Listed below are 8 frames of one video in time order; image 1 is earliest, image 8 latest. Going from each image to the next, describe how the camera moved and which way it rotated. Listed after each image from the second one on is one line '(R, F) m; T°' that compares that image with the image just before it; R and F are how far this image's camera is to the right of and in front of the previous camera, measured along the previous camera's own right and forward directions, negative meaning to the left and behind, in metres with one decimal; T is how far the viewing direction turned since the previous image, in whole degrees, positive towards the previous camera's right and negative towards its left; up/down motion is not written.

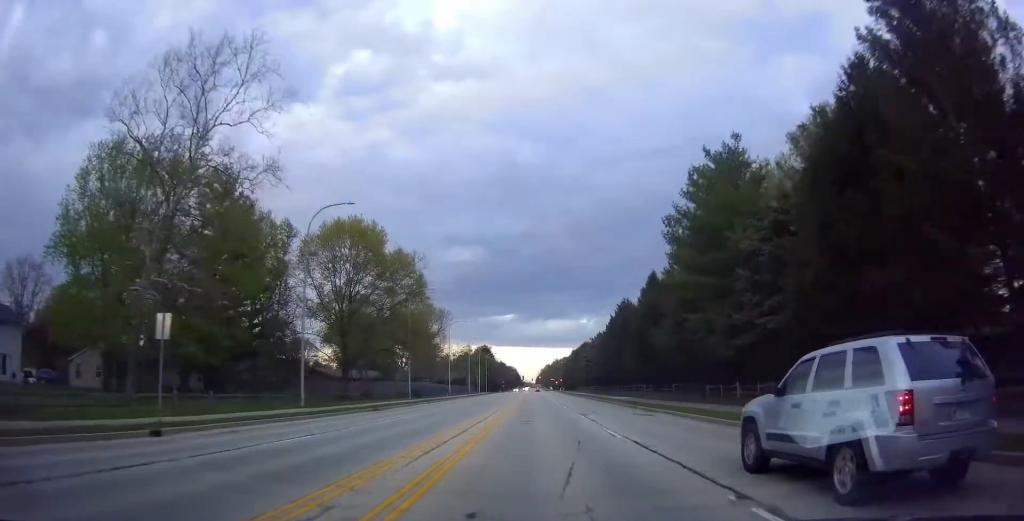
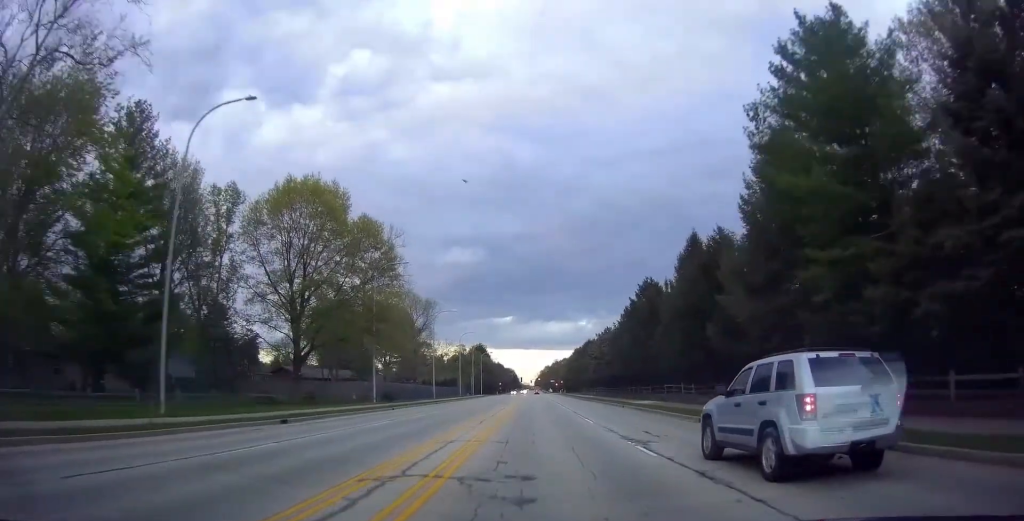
(0.0, +15.0) m; 0°
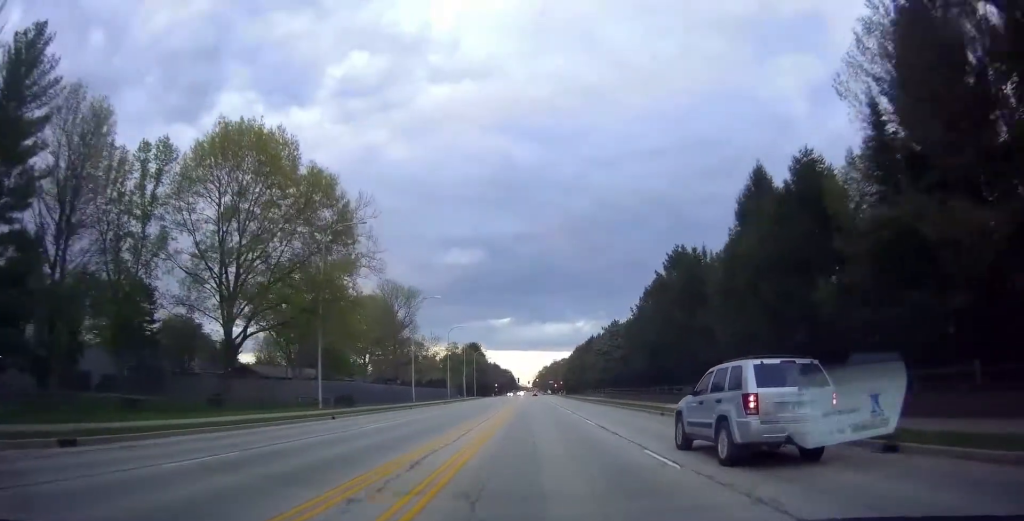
(0.0, +13.8) m; 0°
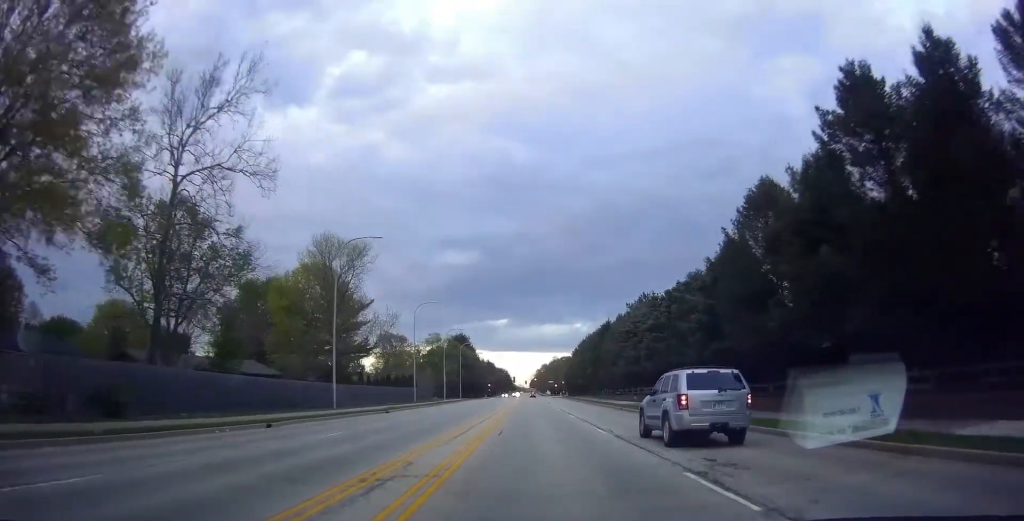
(0.0, +27.7) m; +2°
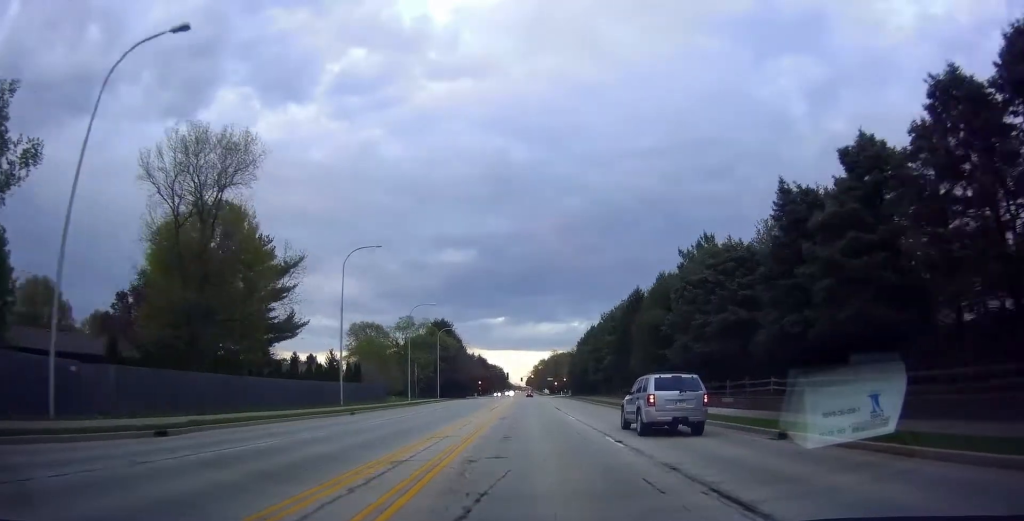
(+0.4, +28.1) m; -1°
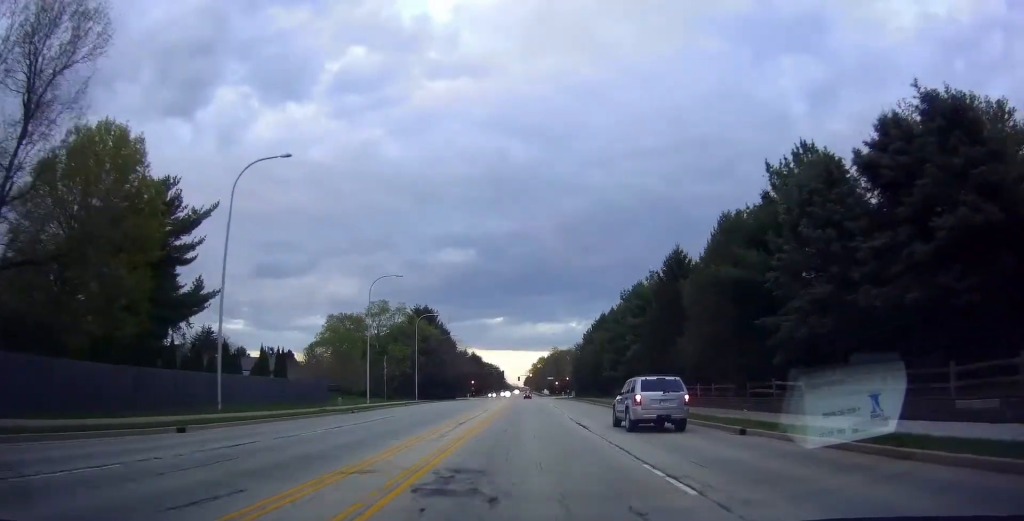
(-0.3, +18.8) m; 0°
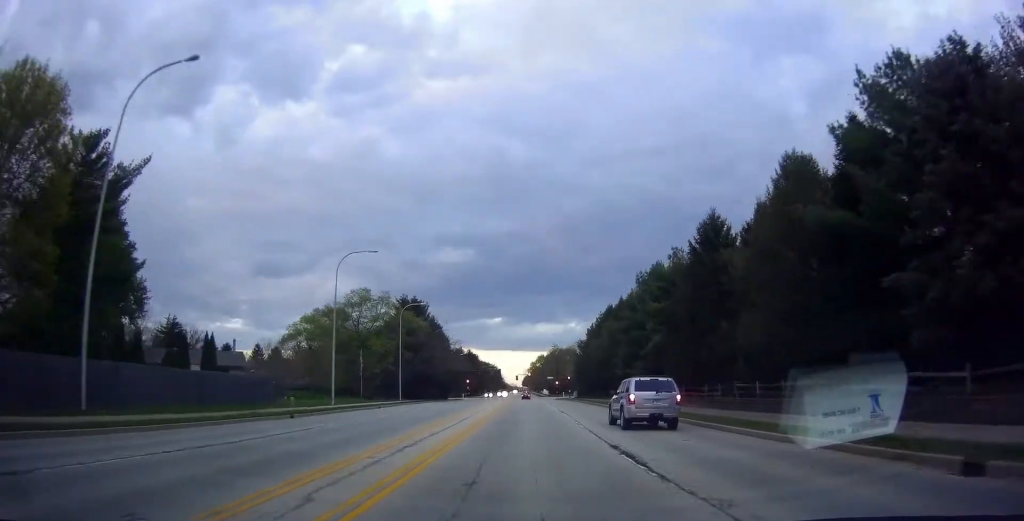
(-0.1, +10.0) m; +1°
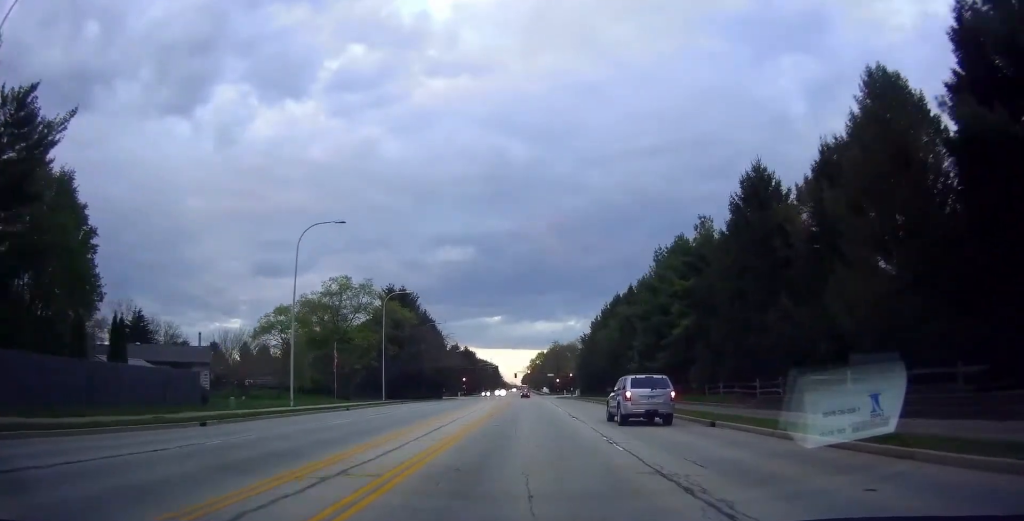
(+0.3, +8.8) m; 0°
